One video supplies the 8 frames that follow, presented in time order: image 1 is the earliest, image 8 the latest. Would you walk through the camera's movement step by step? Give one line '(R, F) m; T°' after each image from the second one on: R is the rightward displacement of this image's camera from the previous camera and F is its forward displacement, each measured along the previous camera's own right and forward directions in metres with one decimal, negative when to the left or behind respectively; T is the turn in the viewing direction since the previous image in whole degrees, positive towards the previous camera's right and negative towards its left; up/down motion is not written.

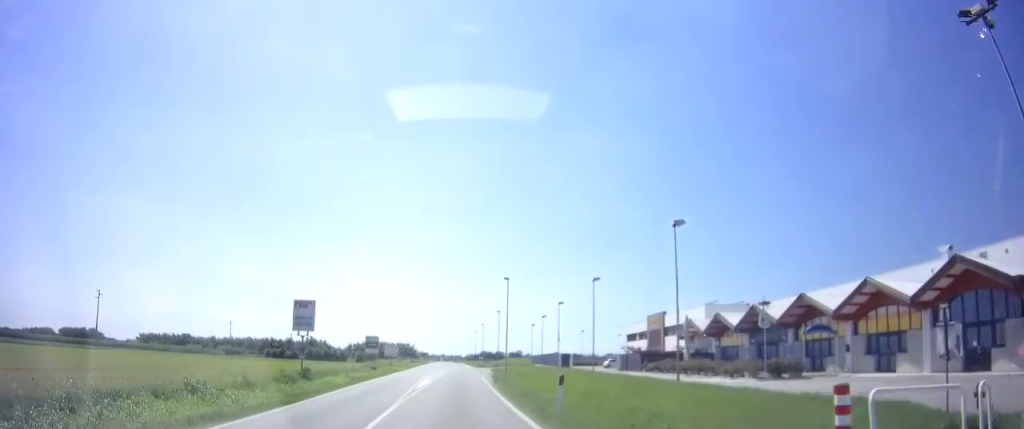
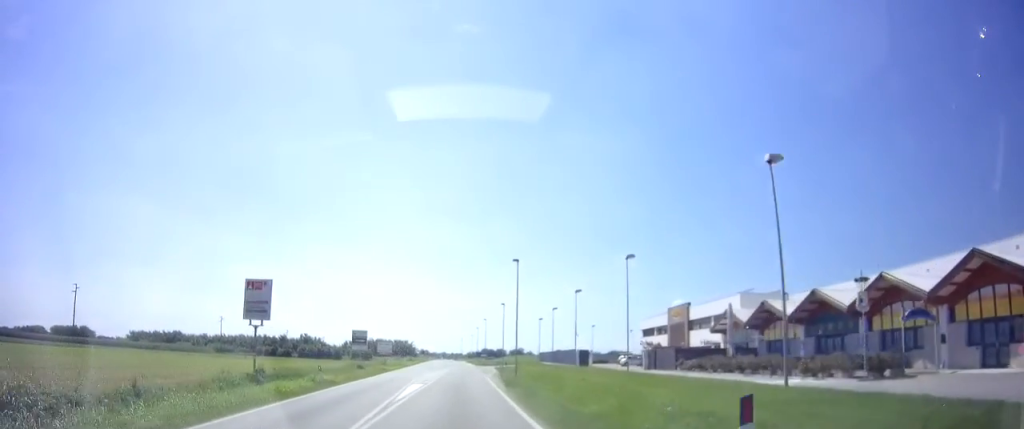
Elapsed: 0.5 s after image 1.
(-0.2, +8.2) m; -1°
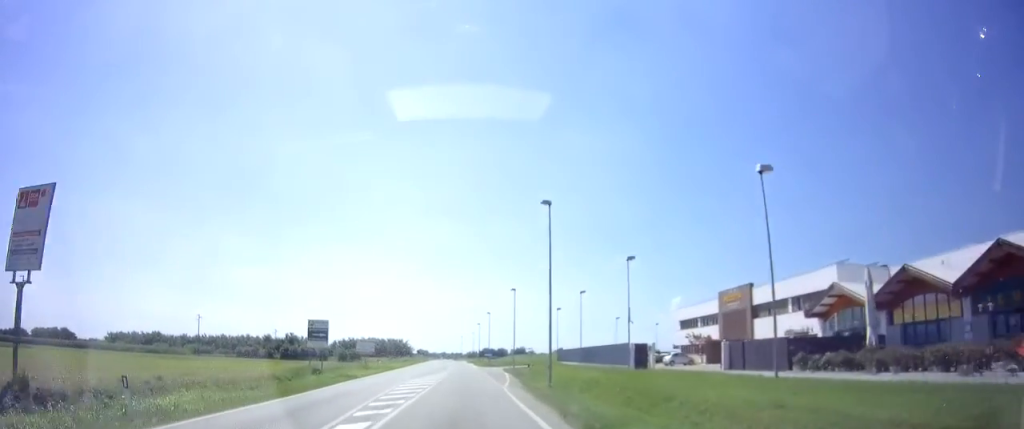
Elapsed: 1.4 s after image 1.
(-0.2, +16.5) m; 0°
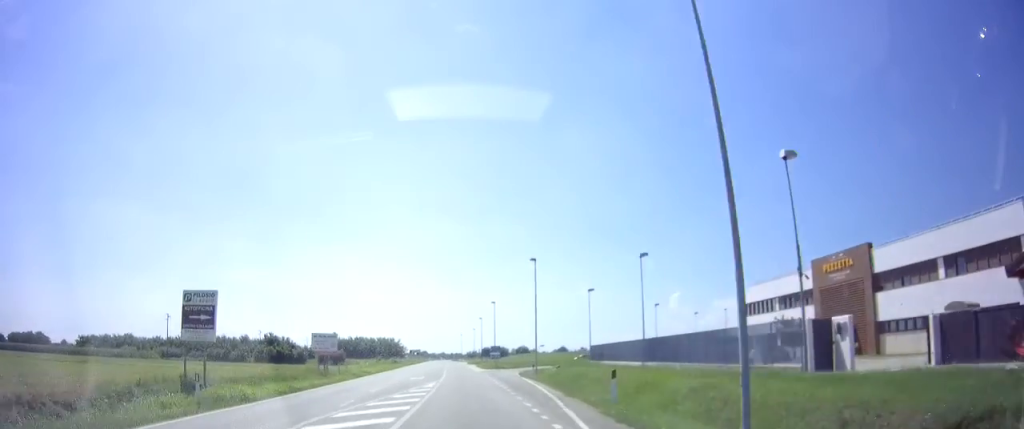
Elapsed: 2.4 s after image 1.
(+0.2, +18.2) m; +1°
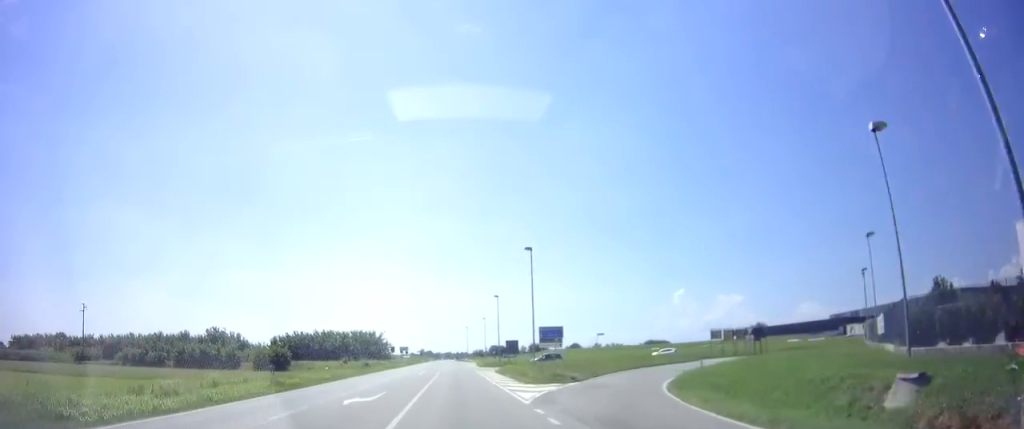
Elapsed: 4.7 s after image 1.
(-0.3, +39.4) m; -2°
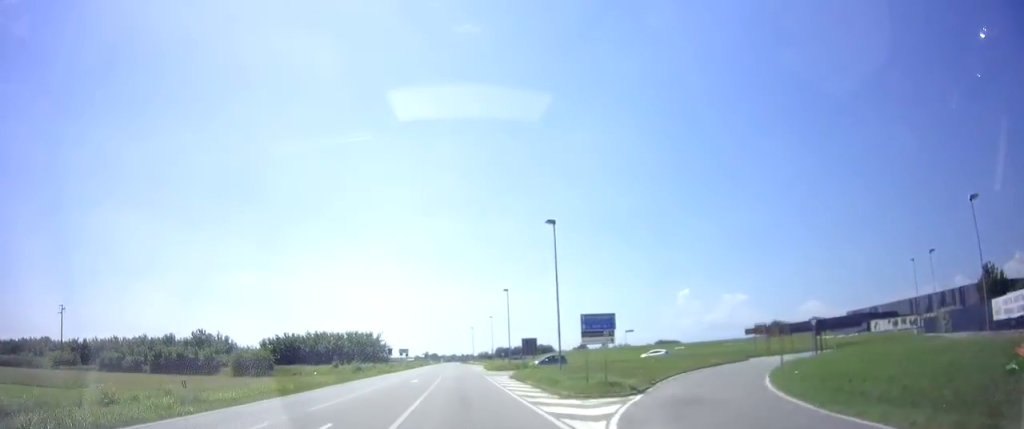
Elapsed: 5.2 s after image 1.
(-0.1, +8.8) m; 0°
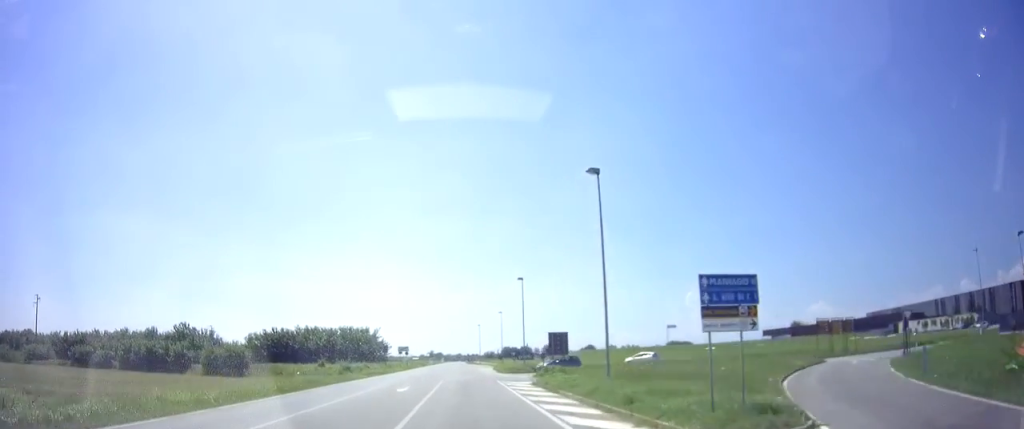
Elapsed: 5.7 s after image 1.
(0.0, +9.4) m; 0°
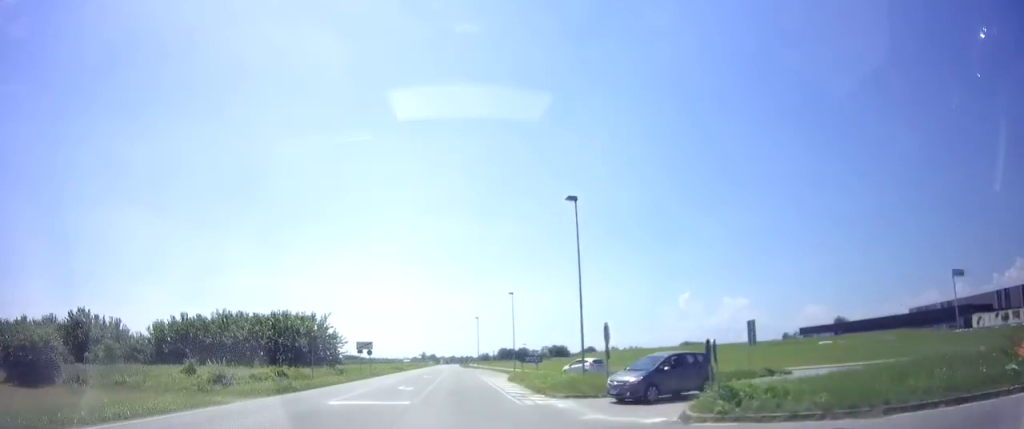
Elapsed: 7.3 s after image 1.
(0.0, +28.9) m; 0°
